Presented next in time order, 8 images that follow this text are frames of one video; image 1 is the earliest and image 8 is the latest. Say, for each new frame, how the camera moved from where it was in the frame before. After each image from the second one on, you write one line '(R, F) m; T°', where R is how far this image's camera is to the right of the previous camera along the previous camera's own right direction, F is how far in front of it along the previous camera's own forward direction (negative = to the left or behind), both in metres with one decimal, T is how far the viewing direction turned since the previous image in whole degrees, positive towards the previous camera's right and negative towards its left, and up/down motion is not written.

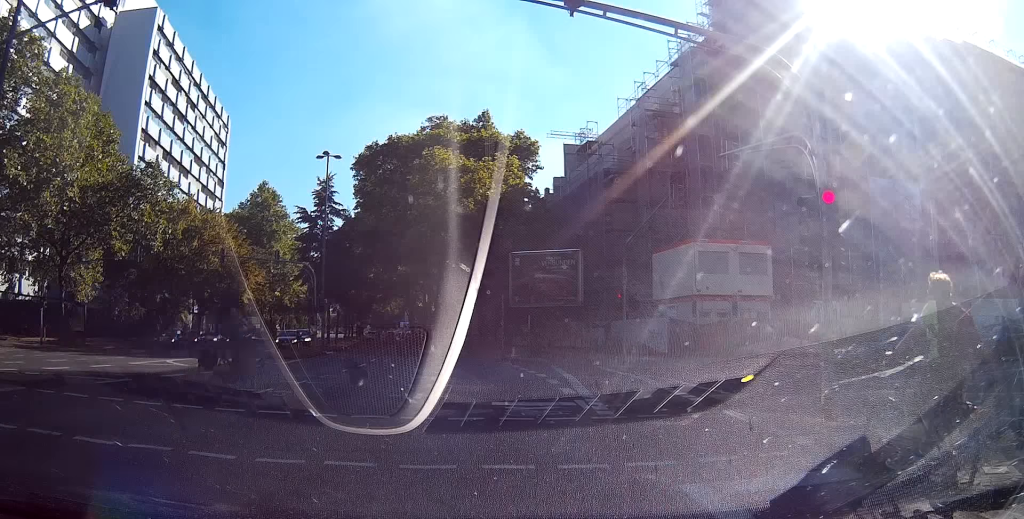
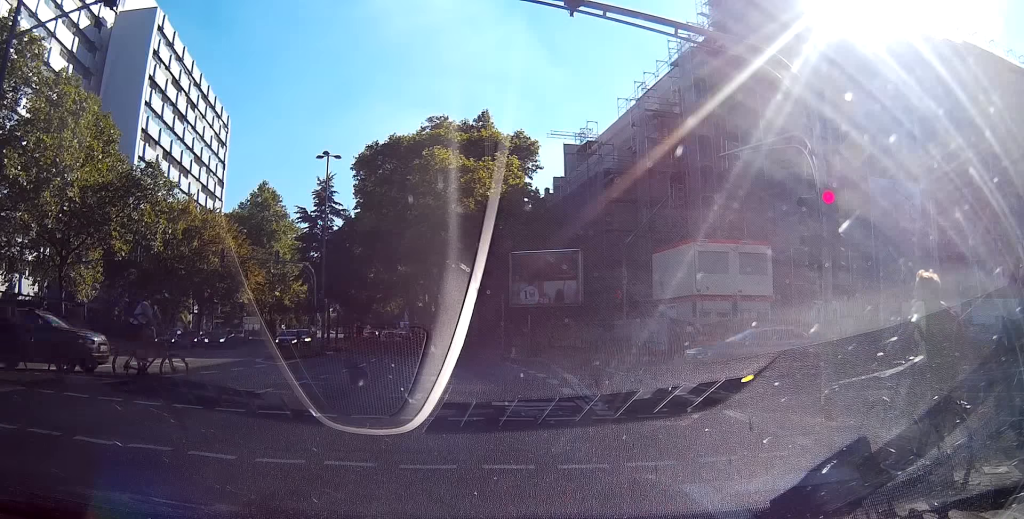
(0.0, 0.0) m; 0°
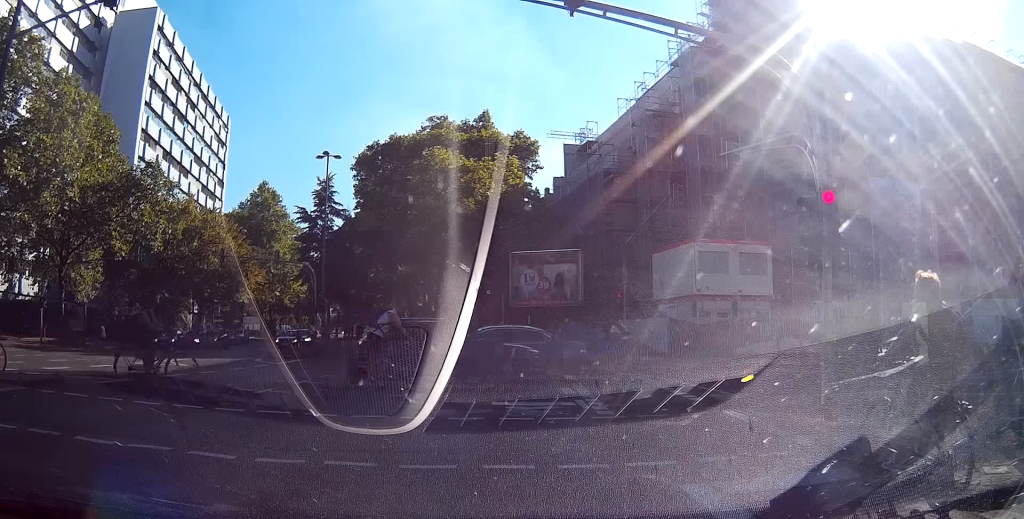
(0.0, 0.0) m; 0°
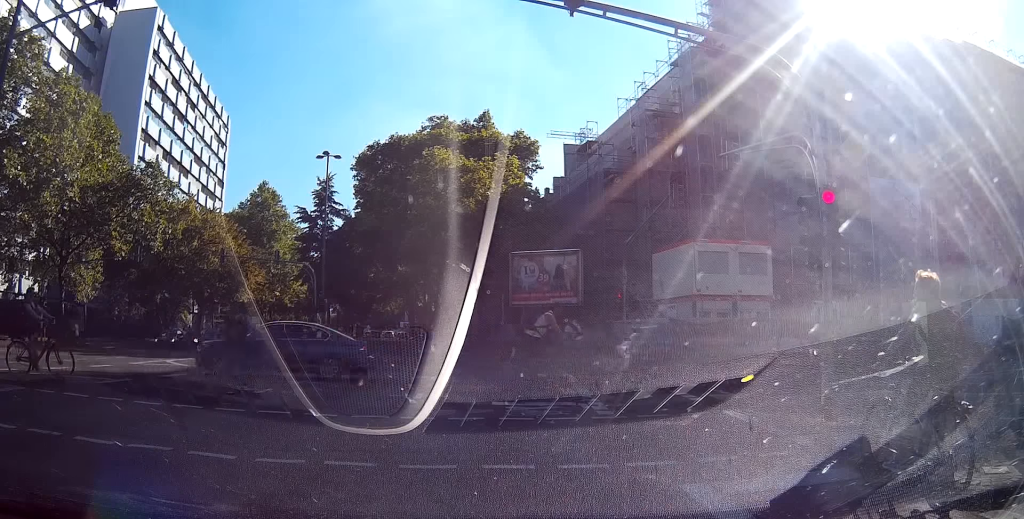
(0.0, 0.0) m; 0°
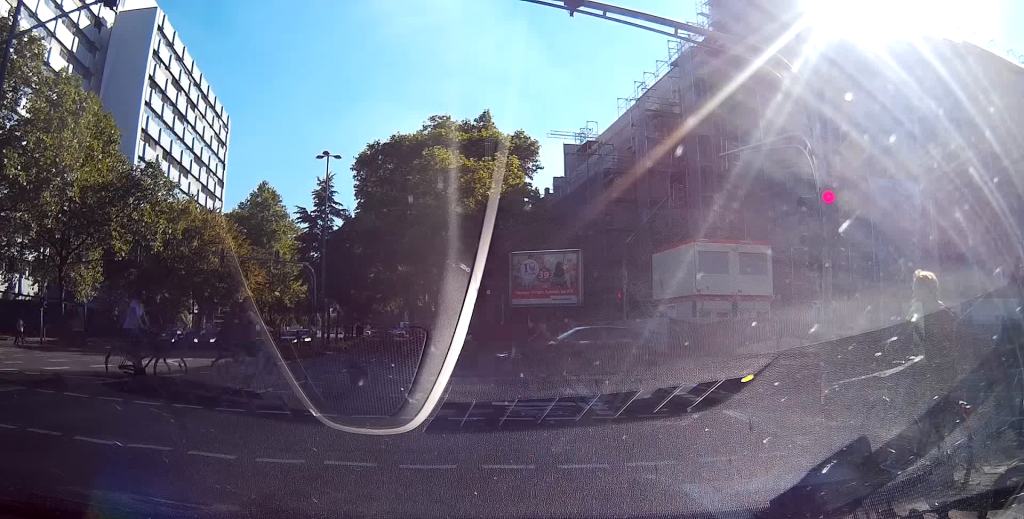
(0.0, 0.0) m; 0°
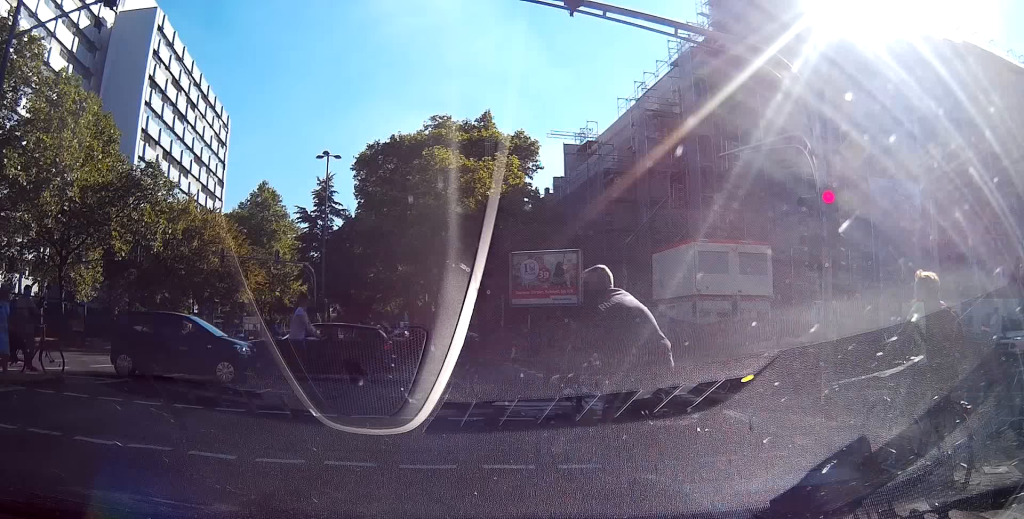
(0.0, 0.0) m; 0°
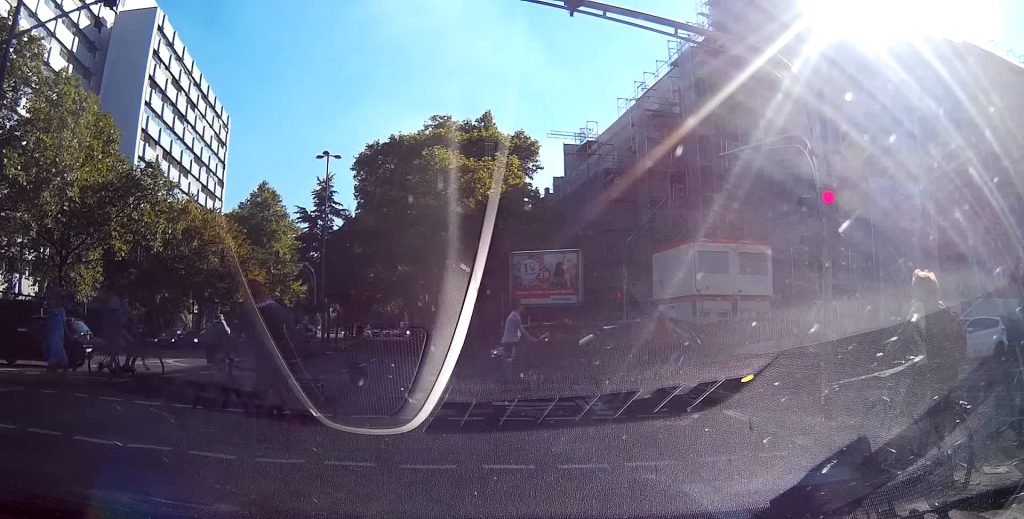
(0.0, 0.0) m; 0°
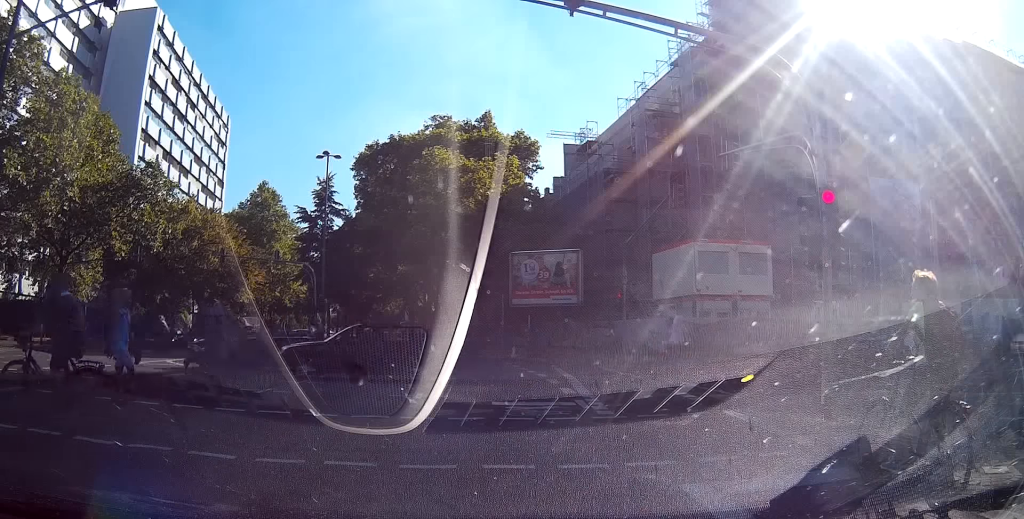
(0.0, 0.0) m; 0°
